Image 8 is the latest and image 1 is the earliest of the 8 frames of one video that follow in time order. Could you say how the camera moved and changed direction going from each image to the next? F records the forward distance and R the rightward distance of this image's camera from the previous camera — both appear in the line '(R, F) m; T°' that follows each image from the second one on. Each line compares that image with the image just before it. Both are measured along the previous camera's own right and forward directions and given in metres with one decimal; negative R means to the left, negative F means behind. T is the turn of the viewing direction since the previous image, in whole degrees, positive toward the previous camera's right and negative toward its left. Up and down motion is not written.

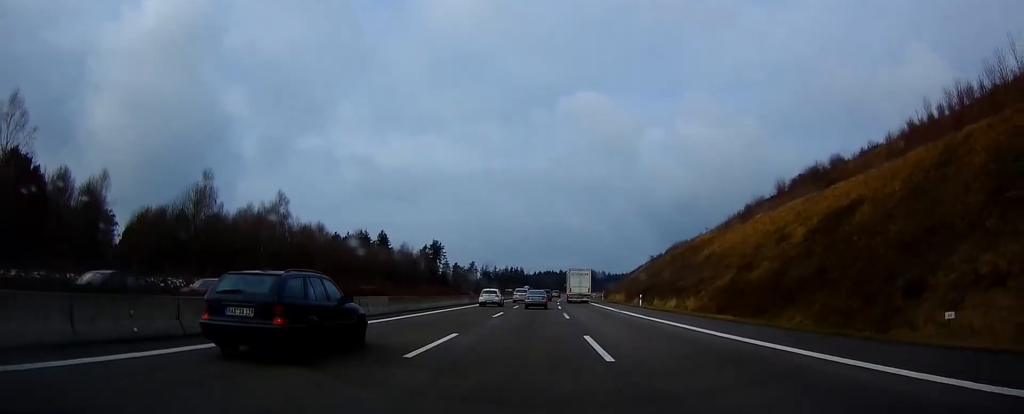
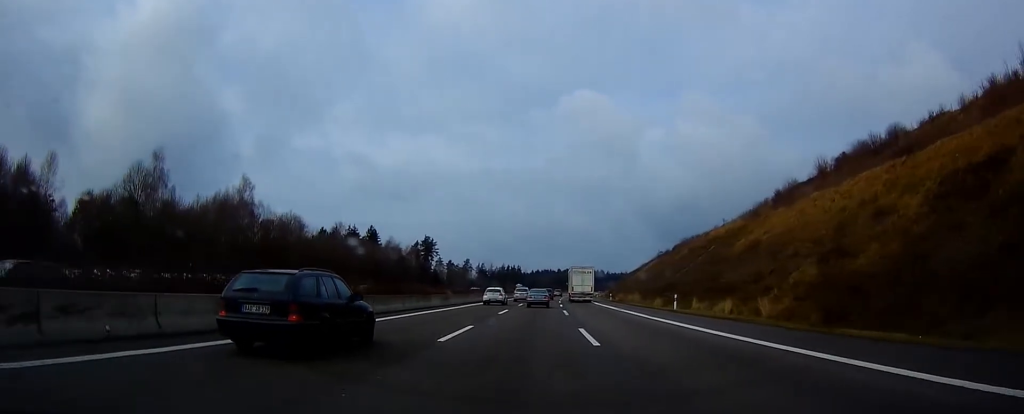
(-0.1, +15.0) m; 0°
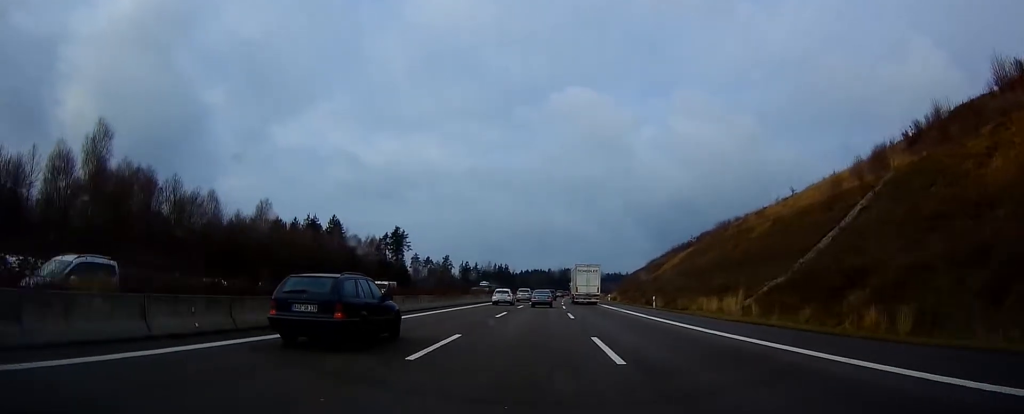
(+0.2, +39.2) m; +2°
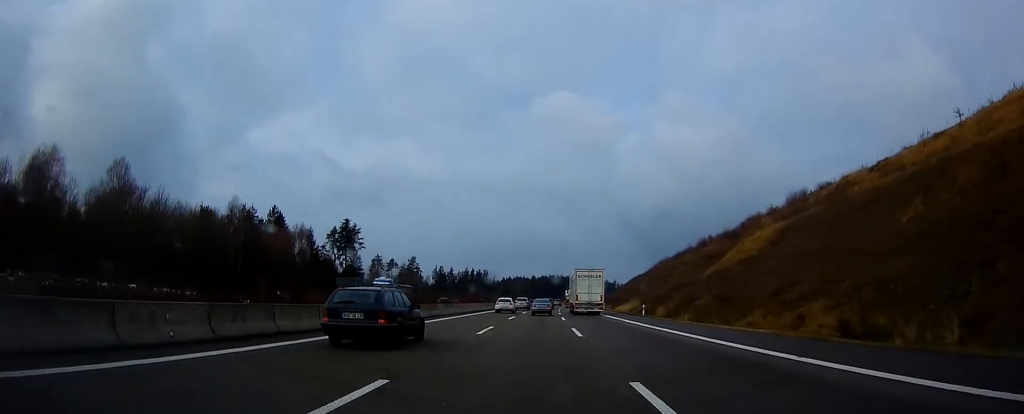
(+1.4, +42.7) m; +2°
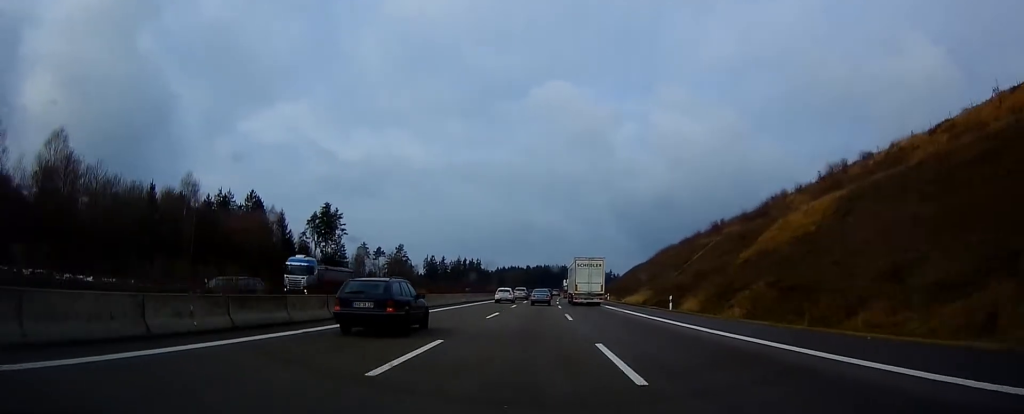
(-0.3, +12.7) m; 0°
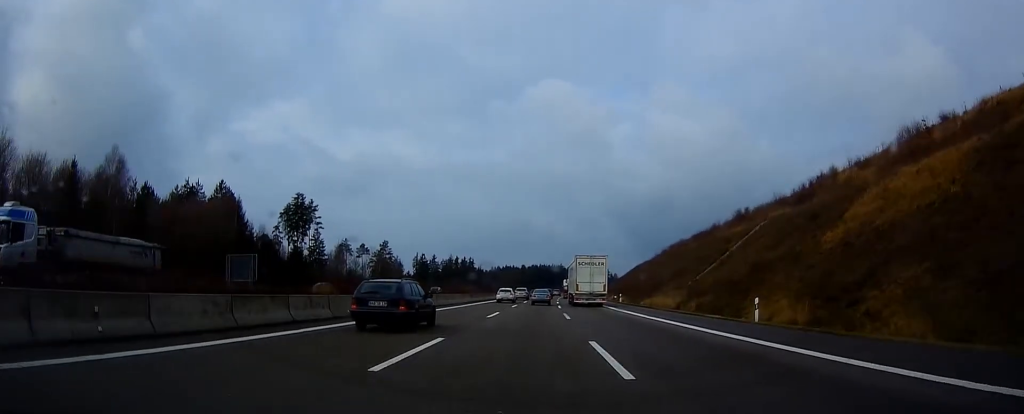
(-0.2, +17.3) m; 0°
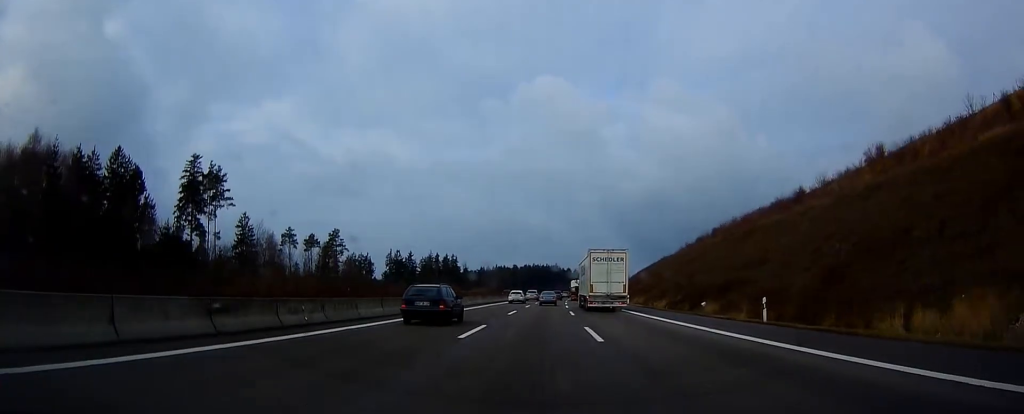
(+0.8, +47.1) m; +1°
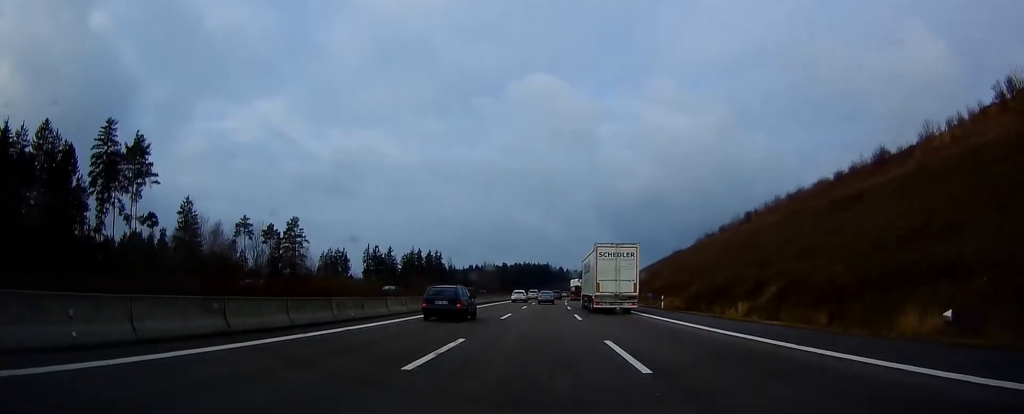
(+0.1, +24.3) m; +1°
